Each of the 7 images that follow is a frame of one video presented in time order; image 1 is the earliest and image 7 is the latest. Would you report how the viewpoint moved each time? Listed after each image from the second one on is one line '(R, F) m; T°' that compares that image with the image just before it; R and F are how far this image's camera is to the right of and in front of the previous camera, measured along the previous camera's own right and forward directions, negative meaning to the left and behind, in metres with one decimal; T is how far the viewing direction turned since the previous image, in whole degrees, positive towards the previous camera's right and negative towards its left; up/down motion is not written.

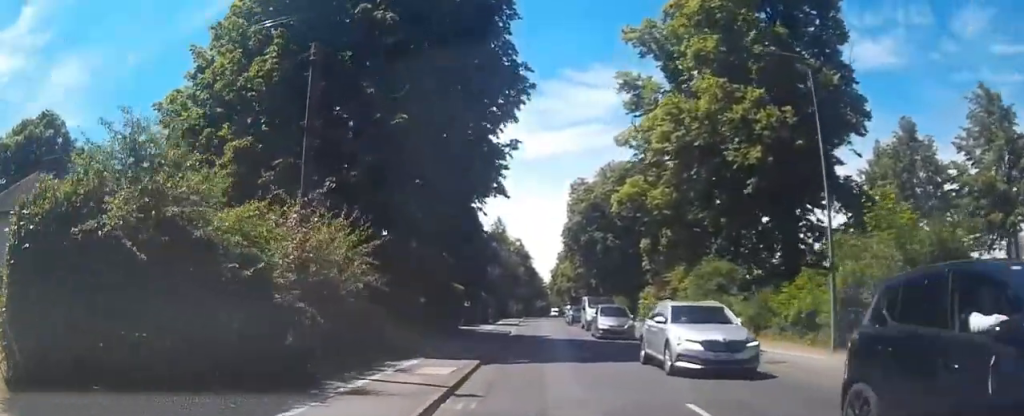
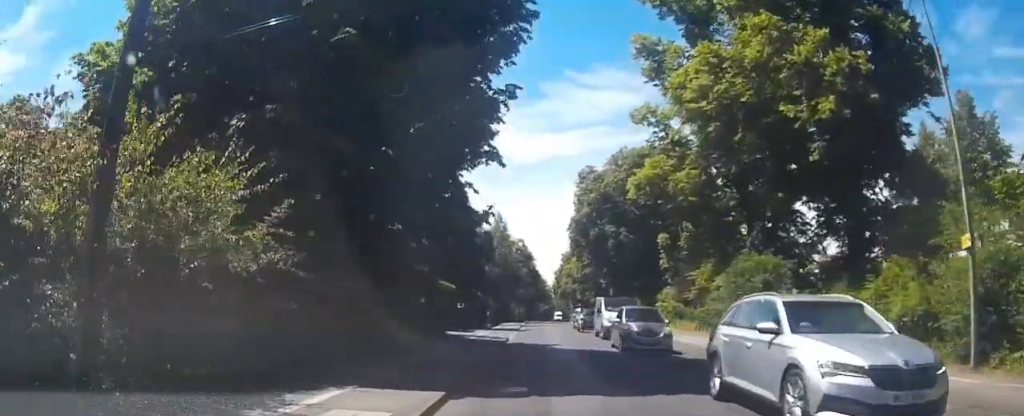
(0.0, +6.5) m; +1°
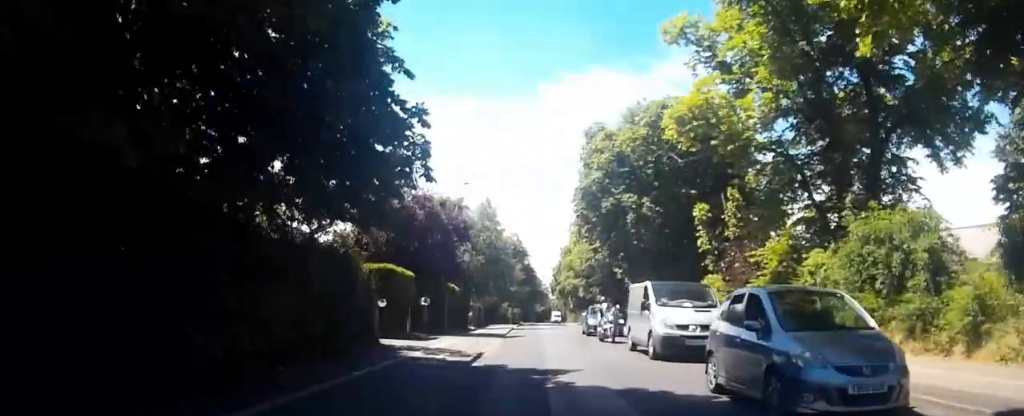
(+0.2, +12.4) m; +1°
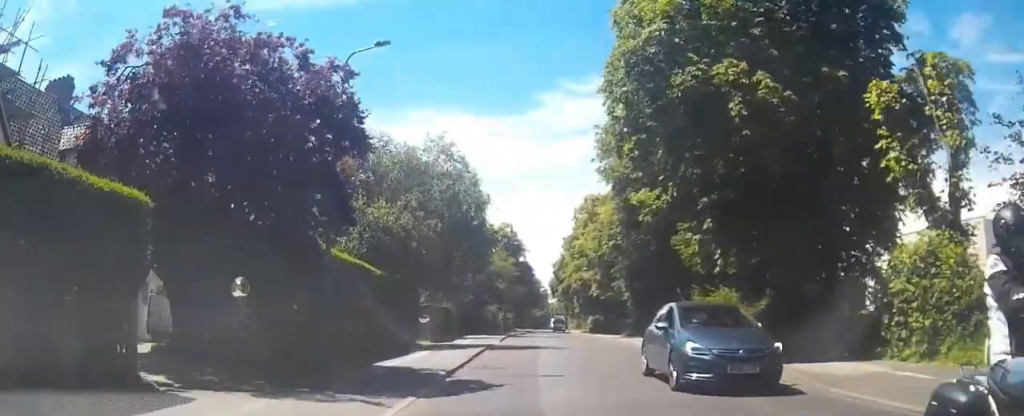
(0.0, +19.7) m; 0°
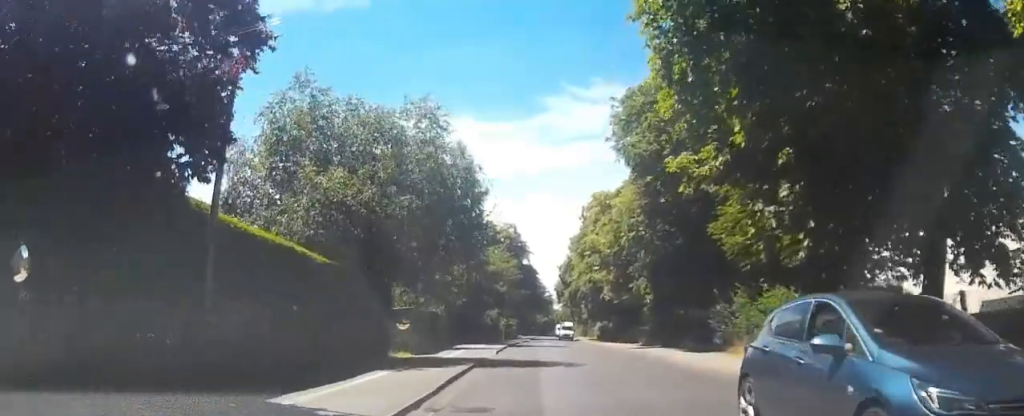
(0.0, +6.2) m; 0°
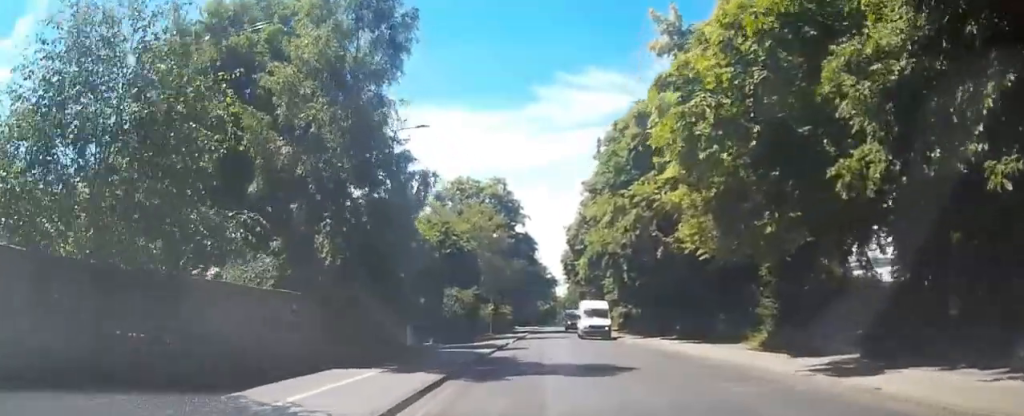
(0.0, +25.5) m; +1°
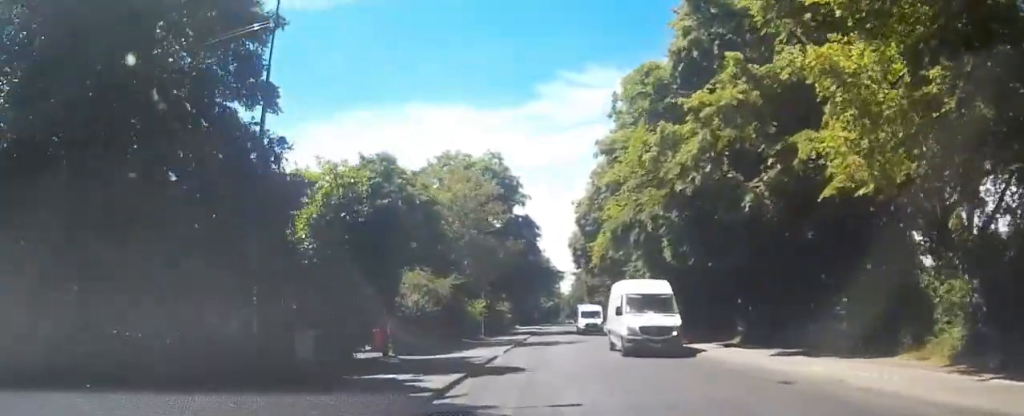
(+0.1, +11.4) m; +2°
